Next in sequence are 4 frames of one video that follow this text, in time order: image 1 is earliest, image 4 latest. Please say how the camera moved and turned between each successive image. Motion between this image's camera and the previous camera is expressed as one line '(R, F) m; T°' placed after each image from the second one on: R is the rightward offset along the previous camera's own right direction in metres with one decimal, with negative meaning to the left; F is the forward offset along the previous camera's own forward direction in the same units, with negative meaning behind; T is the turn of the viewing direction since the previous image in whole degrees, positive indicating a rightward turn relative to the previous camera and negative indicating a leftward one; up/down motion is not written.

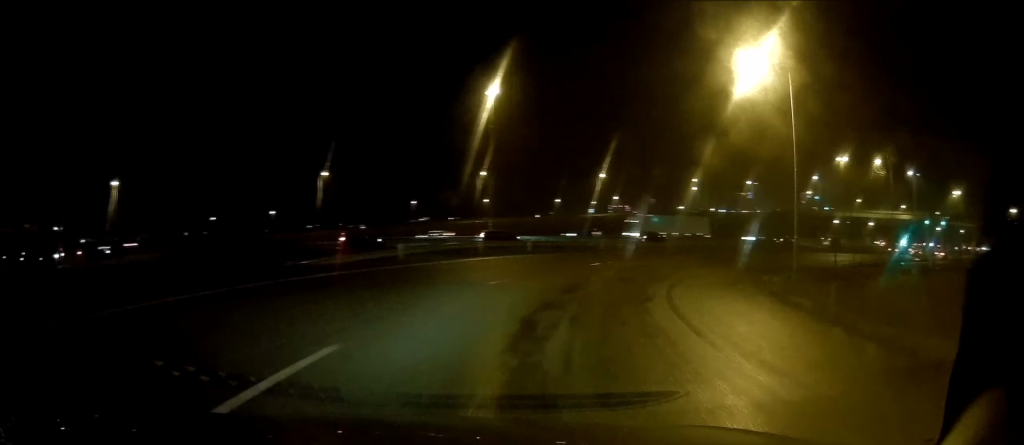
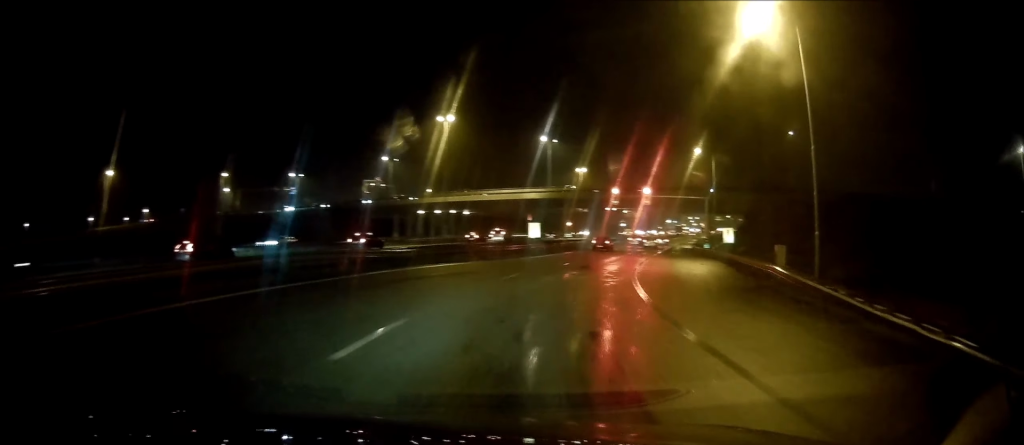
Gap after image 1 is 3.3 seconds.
(+18.2, +37.8) m; +49°
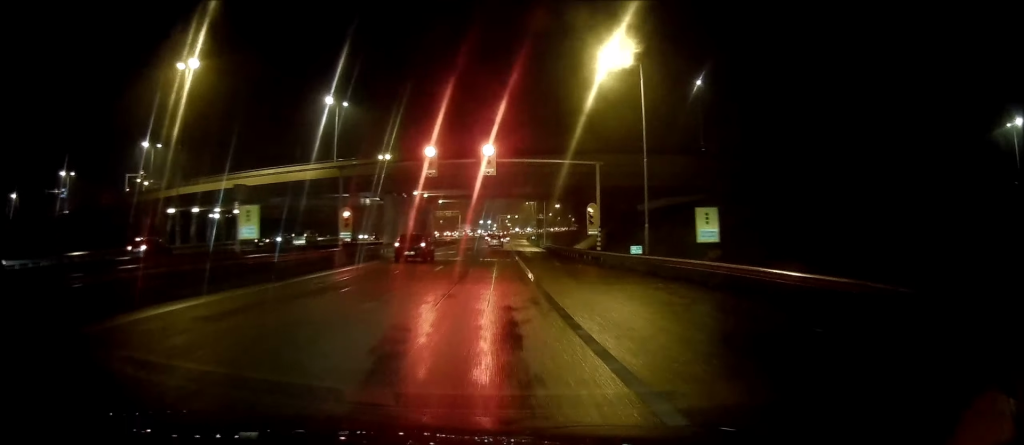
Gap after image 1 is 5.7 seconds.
(+7.0, +29.4) m; +21°
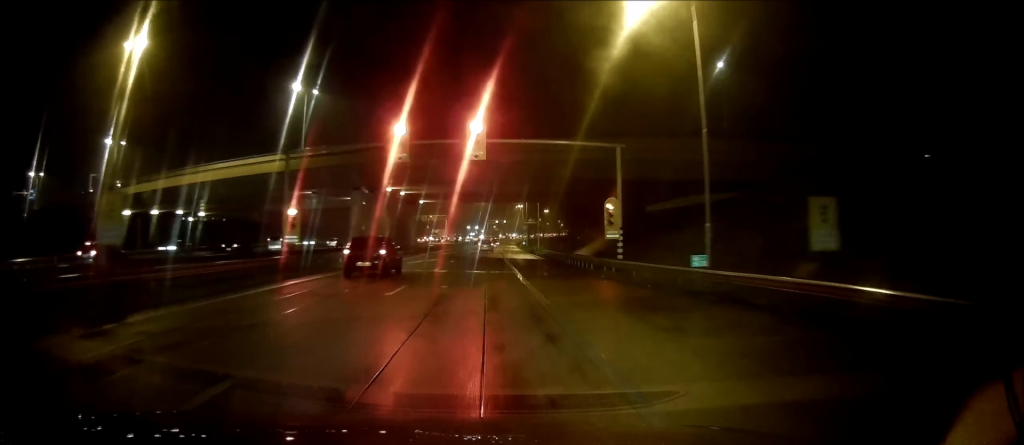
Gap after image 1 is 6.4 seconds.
(+0.2, +8.7) m; +3°
